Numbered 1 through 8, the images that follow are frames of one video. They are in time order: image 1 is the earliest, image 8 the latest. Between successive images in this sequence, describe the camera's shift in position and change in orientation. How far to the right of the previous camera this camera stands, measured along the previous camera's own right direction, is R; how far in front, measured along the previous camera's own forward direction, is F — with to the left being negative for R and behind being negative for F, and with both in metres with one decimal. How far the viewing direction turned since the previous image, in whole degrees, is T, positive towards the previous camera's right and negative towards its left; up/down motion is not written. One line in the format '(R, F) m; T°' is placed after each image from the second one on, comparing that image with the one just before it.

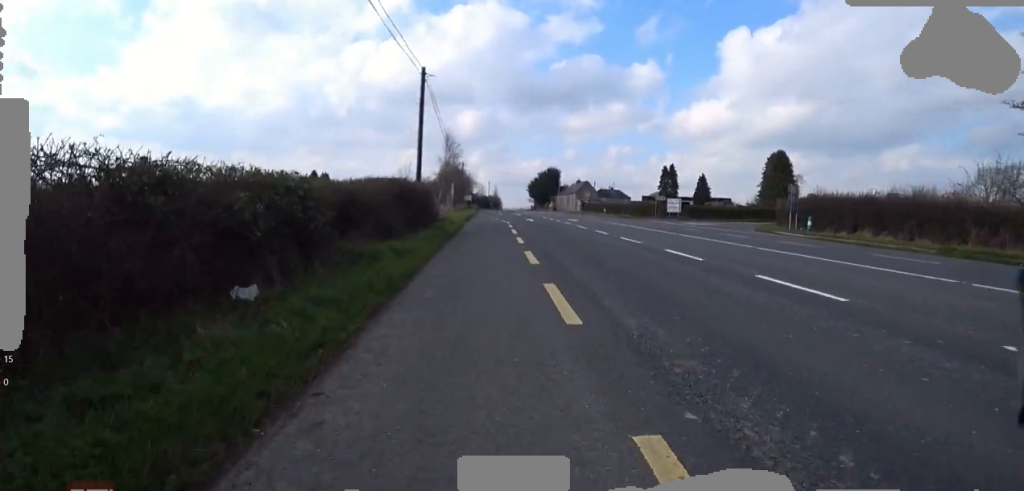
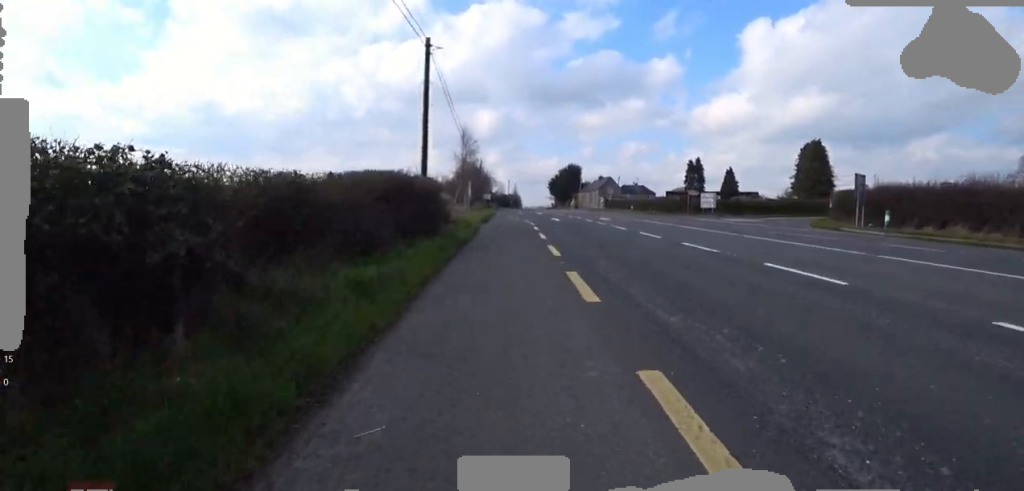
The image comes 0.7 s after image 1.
(0.0, +3.4) m; 0°
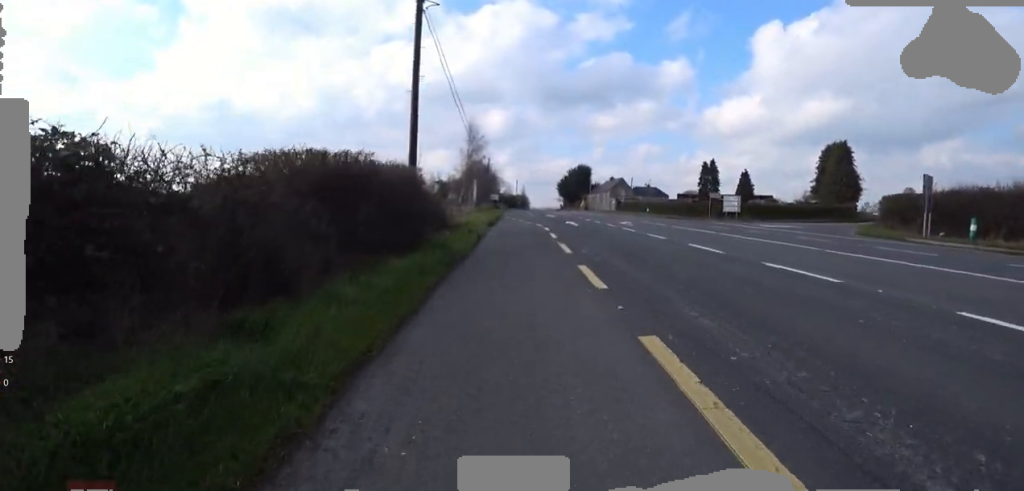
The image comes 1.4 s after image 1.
(0.0, +3.4) m; 0°
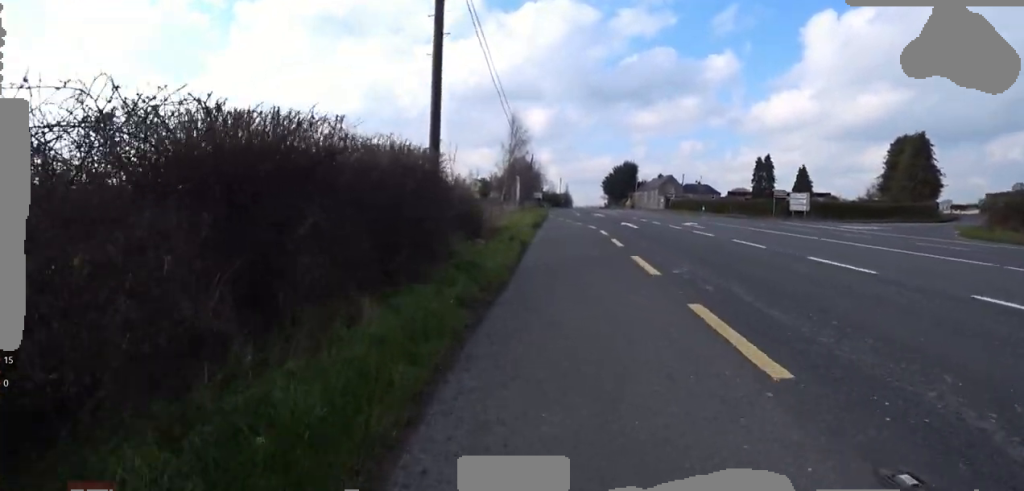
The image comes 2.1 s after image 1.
(0.0, +3.1) m; 0°
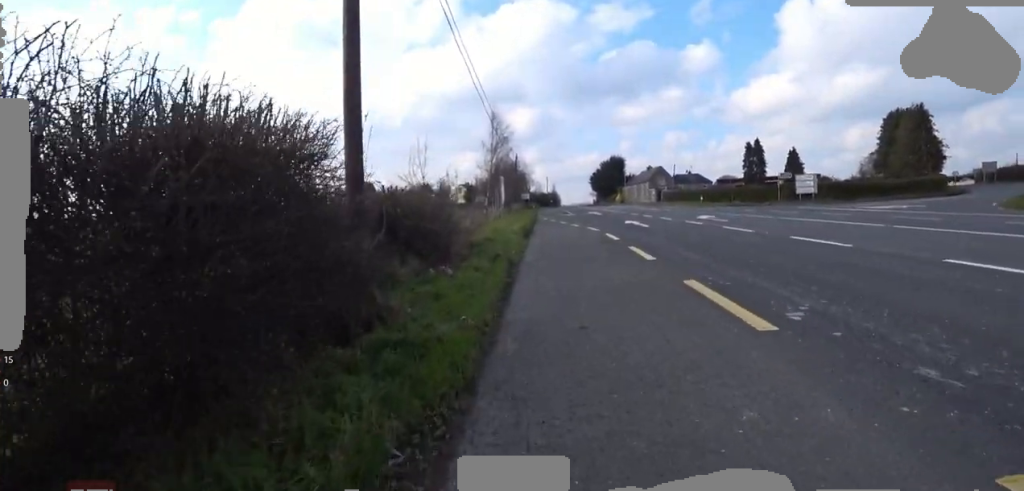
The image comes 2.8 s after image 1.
(0.0, +3.5) m; 0°
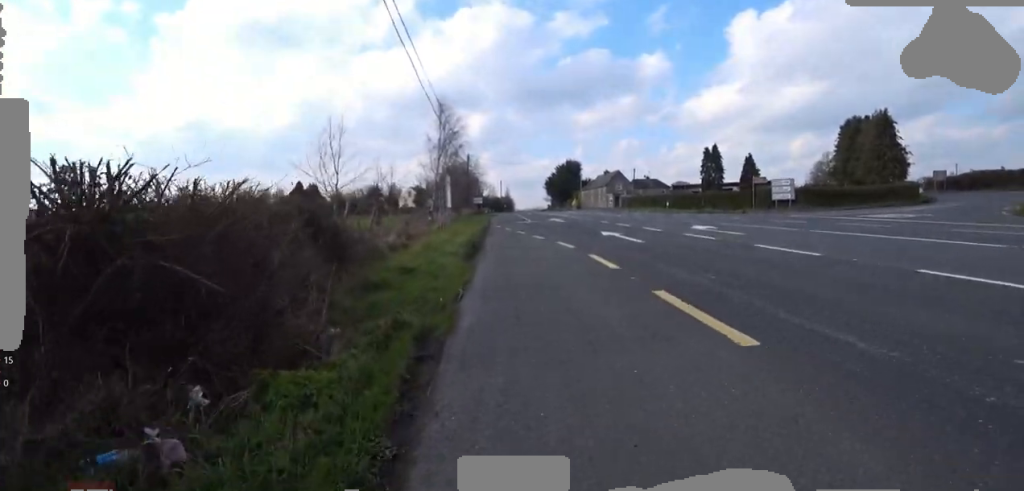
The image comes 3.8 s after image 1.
(0.0, +4.7) m; 0°
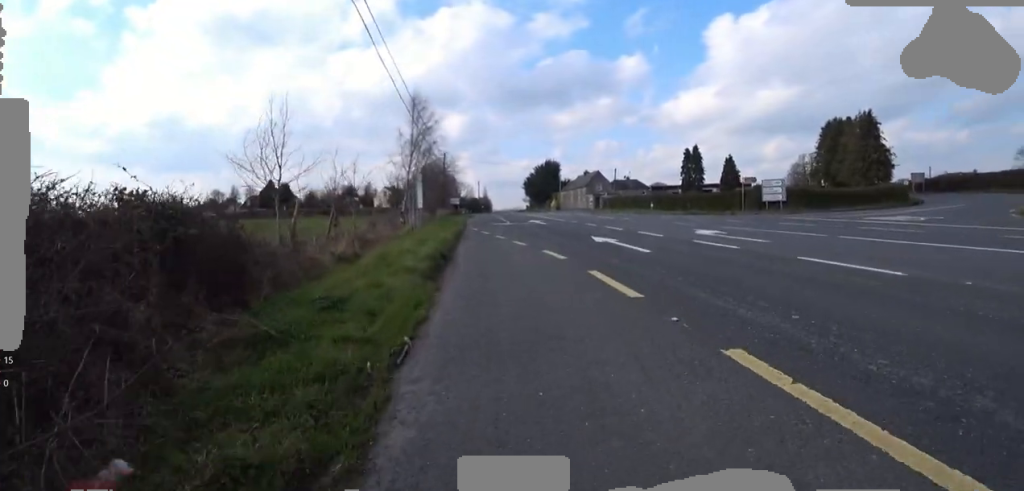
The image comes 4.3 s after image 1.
(0.0, +2.3) m; 0°
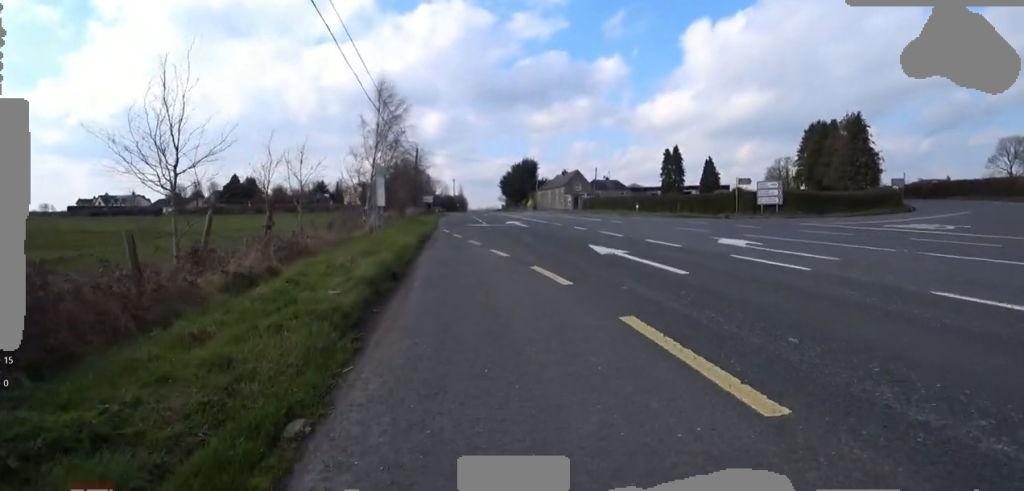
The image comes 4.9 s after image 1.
(0.0, +3.1) m; 0°
